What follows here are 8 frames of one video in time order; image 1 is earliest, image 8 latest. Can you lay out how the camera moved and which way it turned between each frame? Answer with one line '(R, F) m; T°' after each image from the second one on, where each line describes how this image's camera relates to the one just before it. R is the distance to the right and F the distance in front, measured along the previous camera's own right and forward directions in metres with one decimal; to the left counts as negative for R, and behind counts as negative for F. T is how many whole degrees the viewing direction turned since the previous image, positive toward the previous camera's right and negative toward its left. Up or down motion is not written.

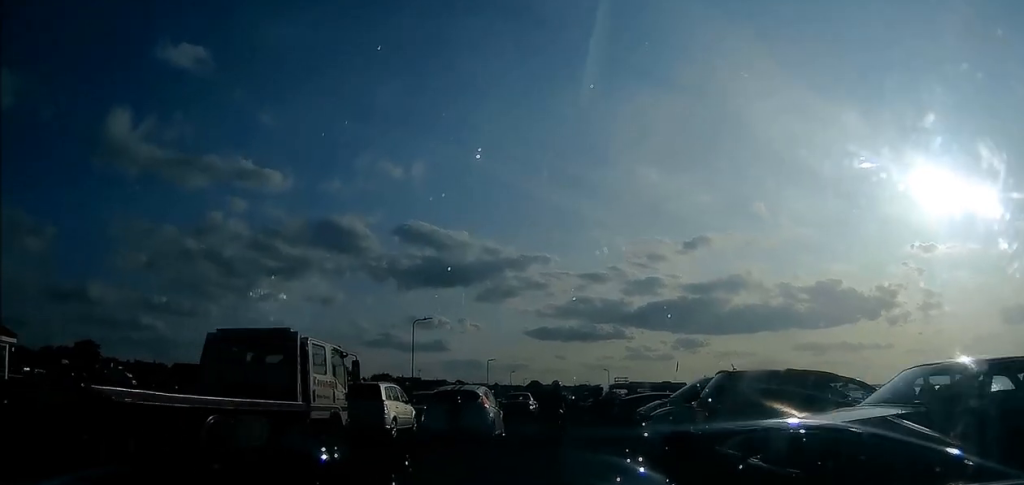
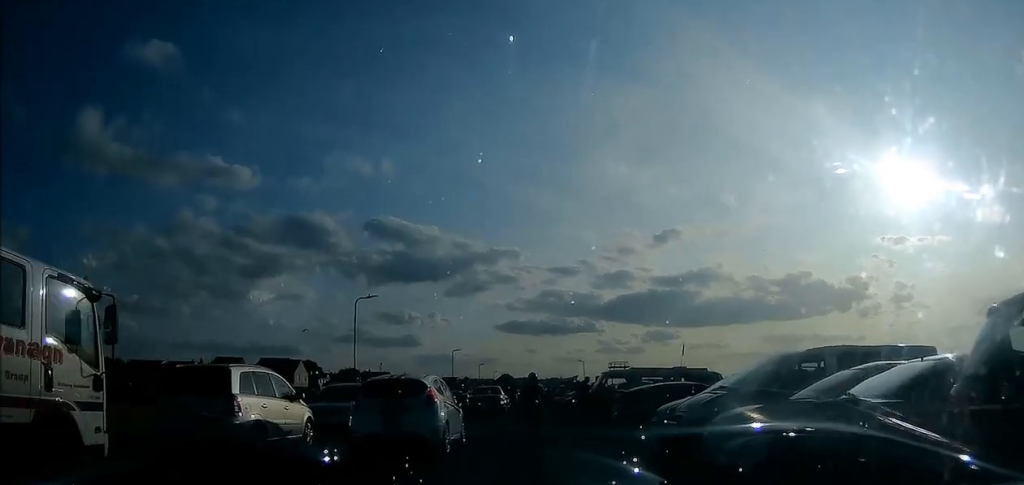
(0.0, +7.2) m; 0°
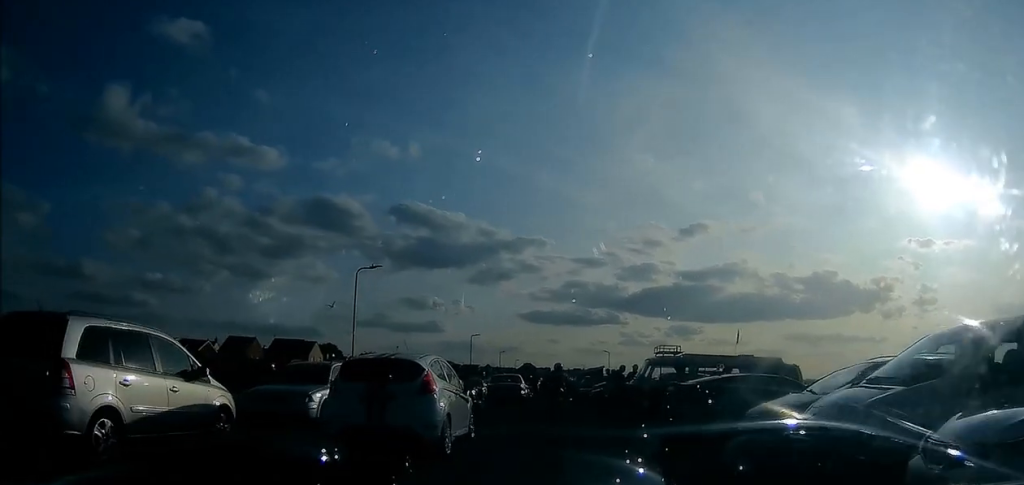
(0.0, +4.2) m; 0°
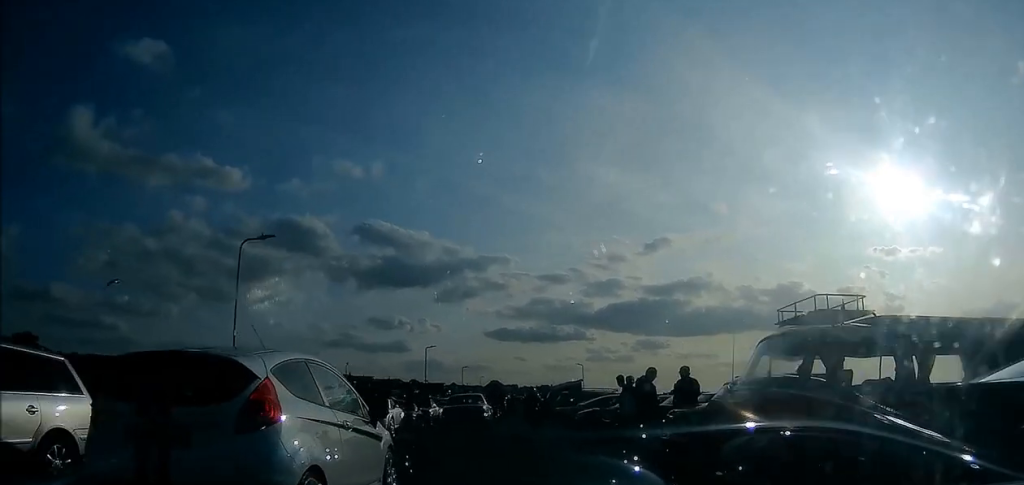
(+0.1, +9.7) m; +1°
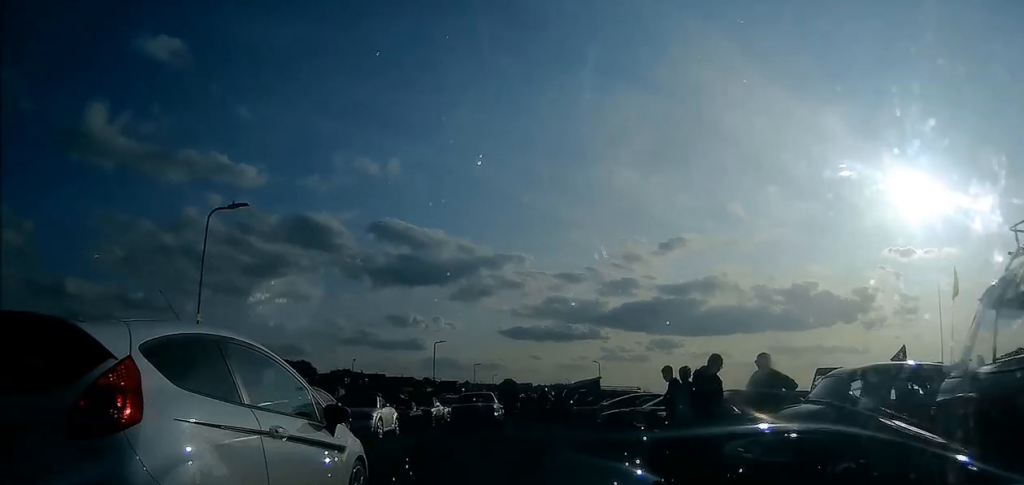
(0.0, +3.5) m; 0°
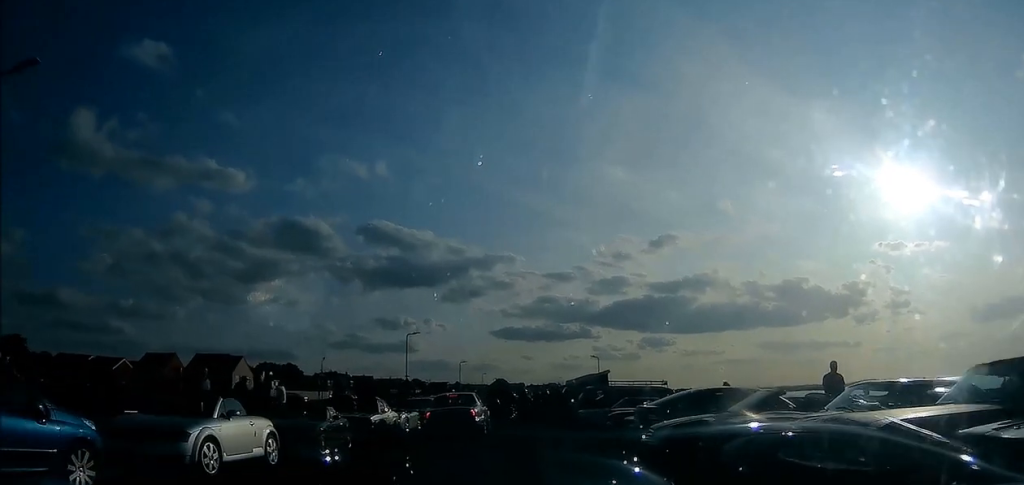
(+0.1, +9.5) m; 0°
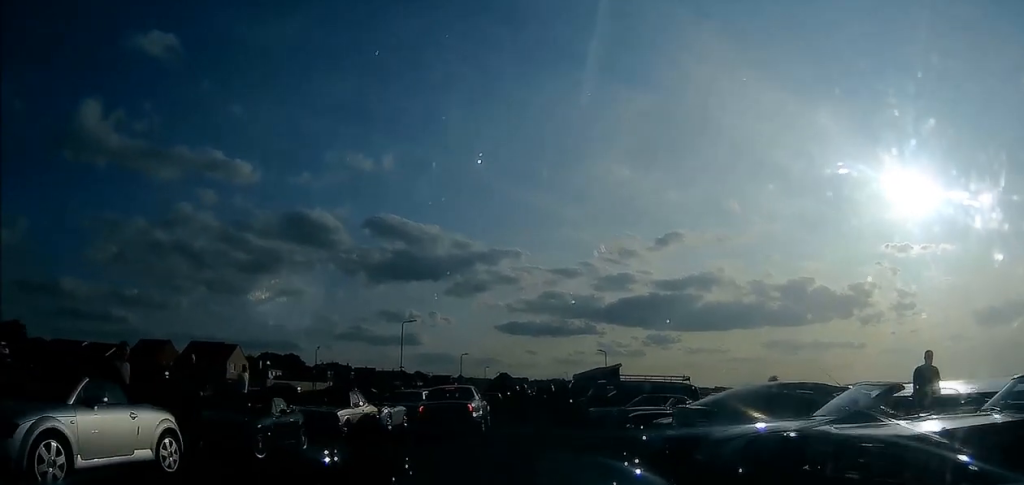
(+0.1, +3.5) m; -1°
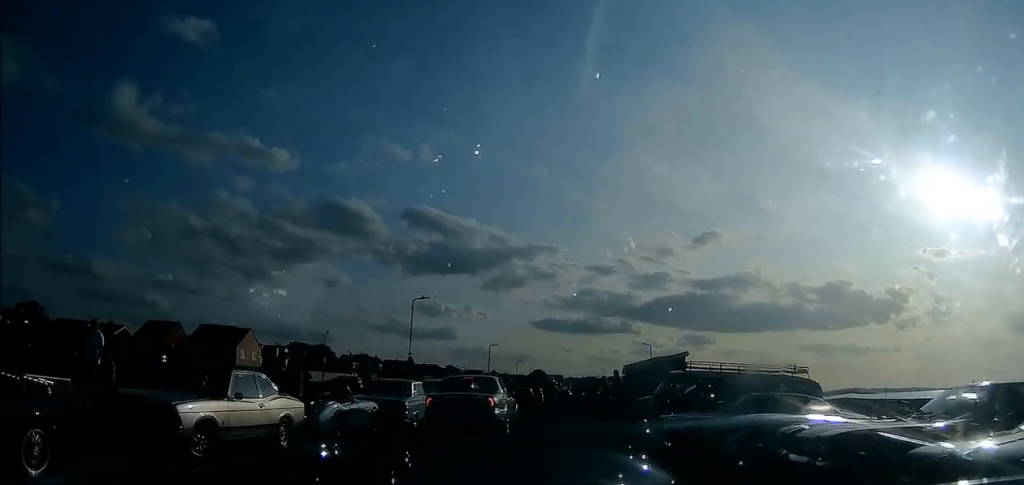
(-0.4, +8.3) m; -3°
